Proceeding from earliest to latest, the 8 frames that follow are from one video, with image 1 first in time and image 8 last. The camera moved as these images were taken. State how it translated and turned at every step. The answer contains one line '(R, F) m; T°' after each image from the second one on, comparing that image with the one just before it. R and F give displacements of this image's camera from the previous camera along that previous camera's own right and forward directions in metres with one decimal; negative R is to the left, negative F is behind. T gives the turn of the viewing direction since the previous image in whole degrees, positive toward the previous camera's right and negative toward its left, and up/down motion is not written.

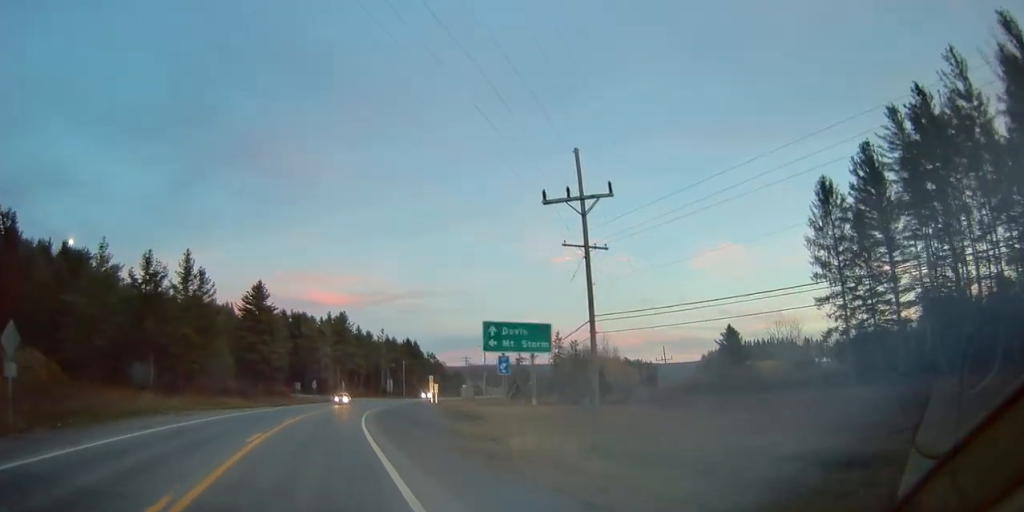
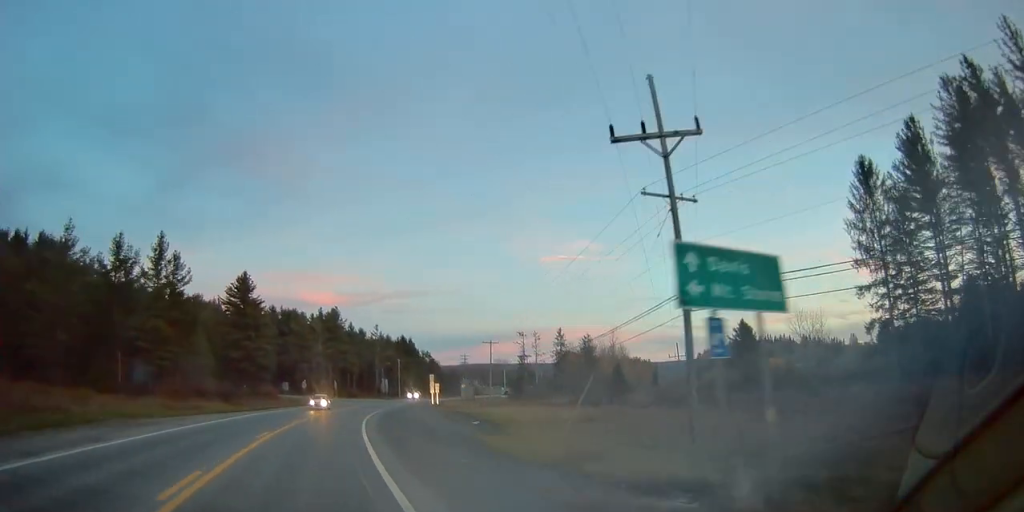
(0.0, +8.6) m; +1°
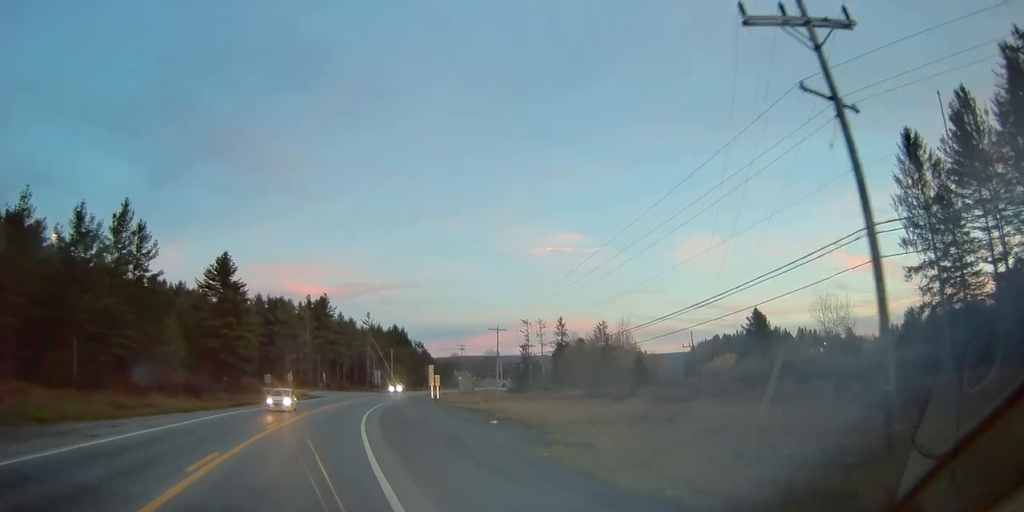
(+0.1, +9.1) m; +1°
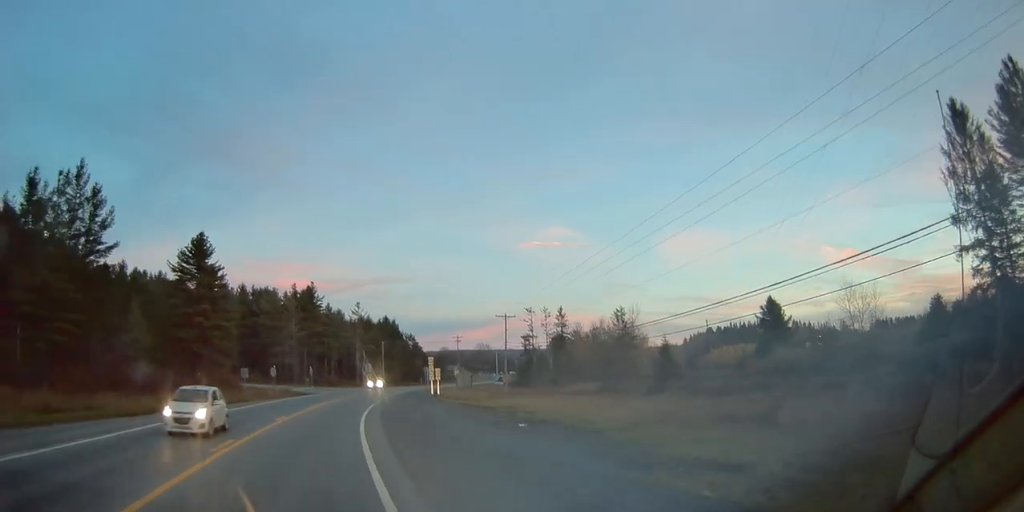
(+0.1, +9.1) m; +1°
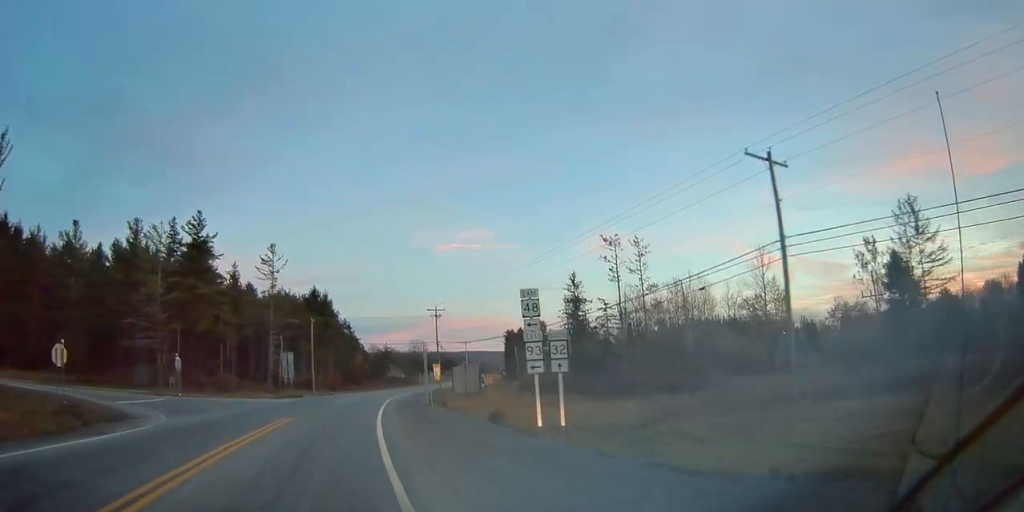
(+3.1, +53.2) m; +8°
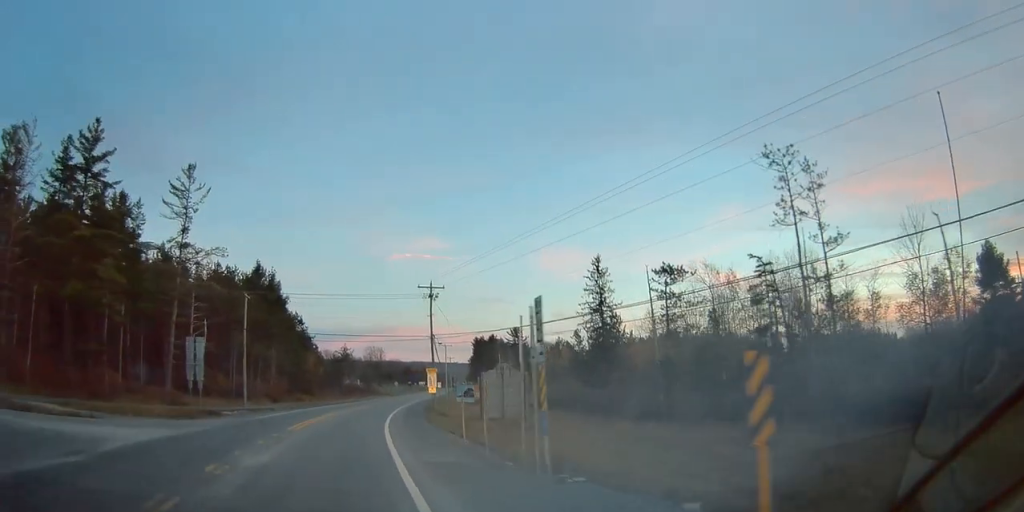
(+1.3, +26.8) m; +5°
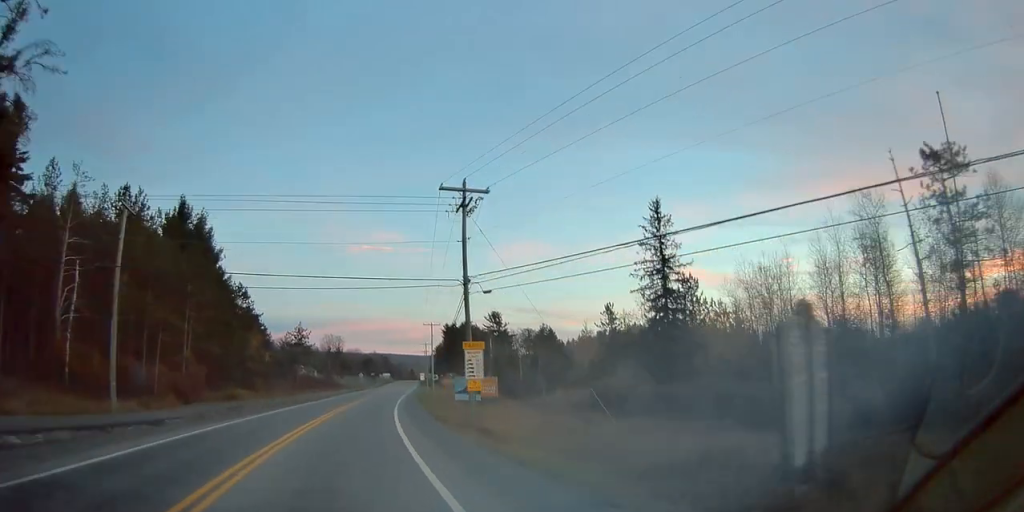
(+0.5, +26.0) m; +4°
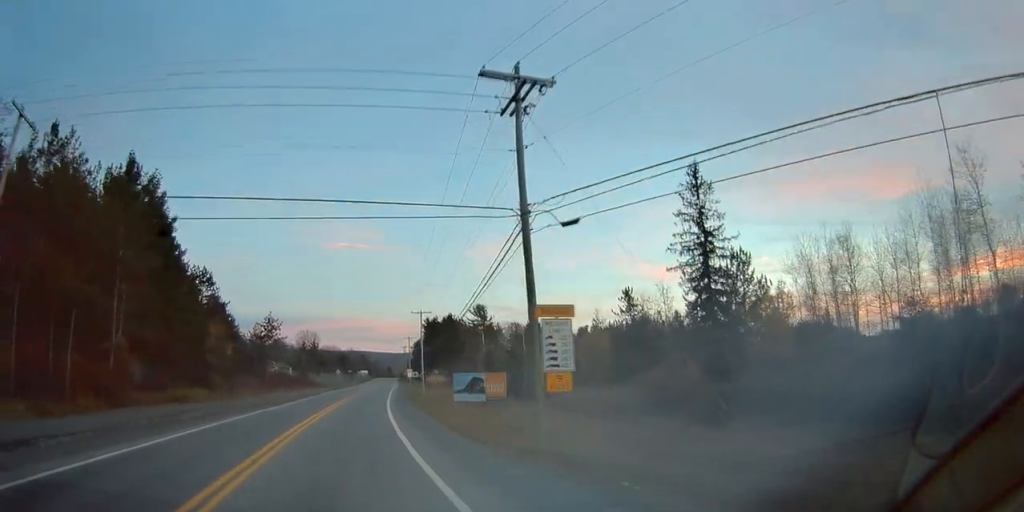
(-0.1, +11.1) m; +3°
